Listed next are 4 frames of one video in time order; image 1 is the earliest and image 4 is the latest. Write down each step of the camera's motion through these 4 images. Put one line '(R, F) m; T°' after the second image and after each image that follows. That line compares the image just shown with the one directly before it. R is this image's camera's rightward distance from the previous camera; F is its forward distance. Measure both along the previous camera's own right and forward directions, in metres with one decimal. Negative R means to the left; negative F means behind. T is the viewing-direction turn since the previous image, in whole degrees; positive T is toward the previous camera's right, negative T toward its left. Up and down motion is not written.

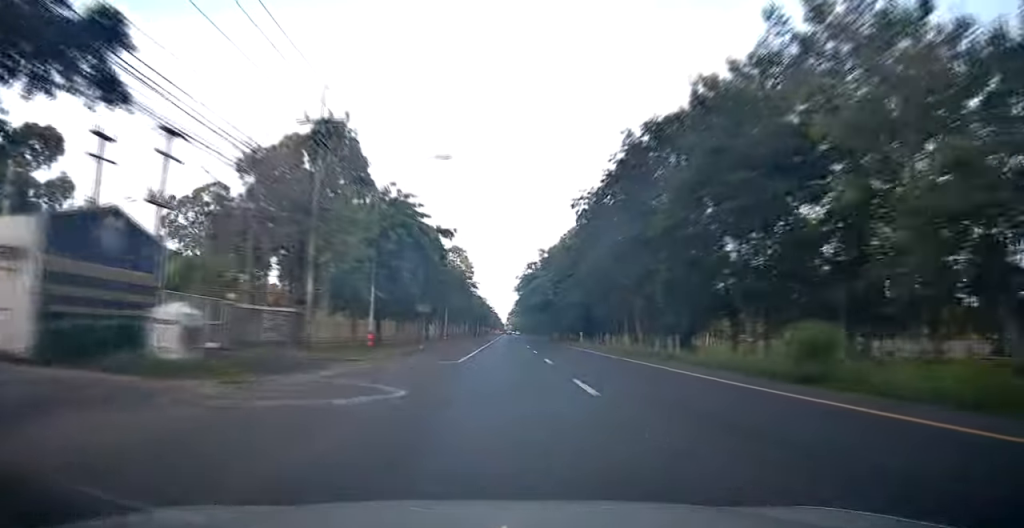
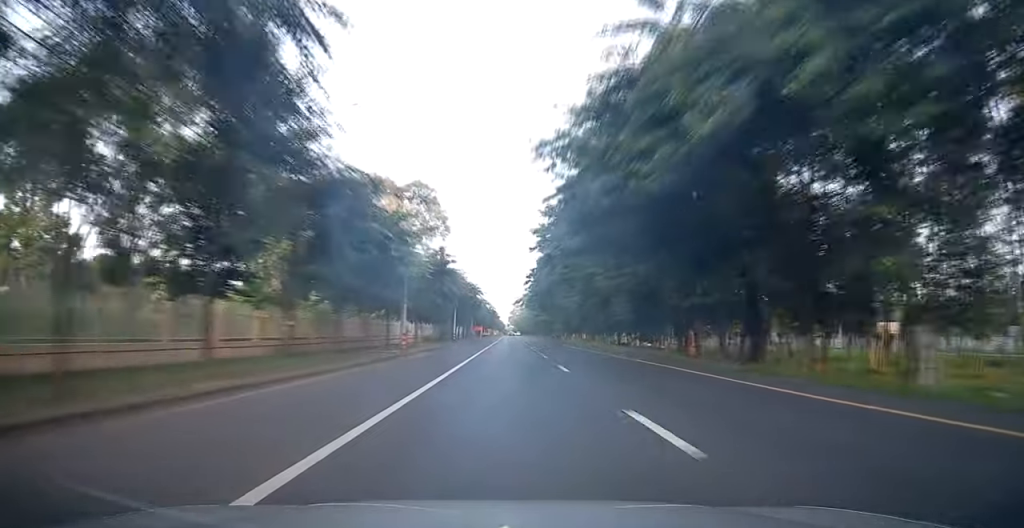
(+0.2, +53.1) m; 0°
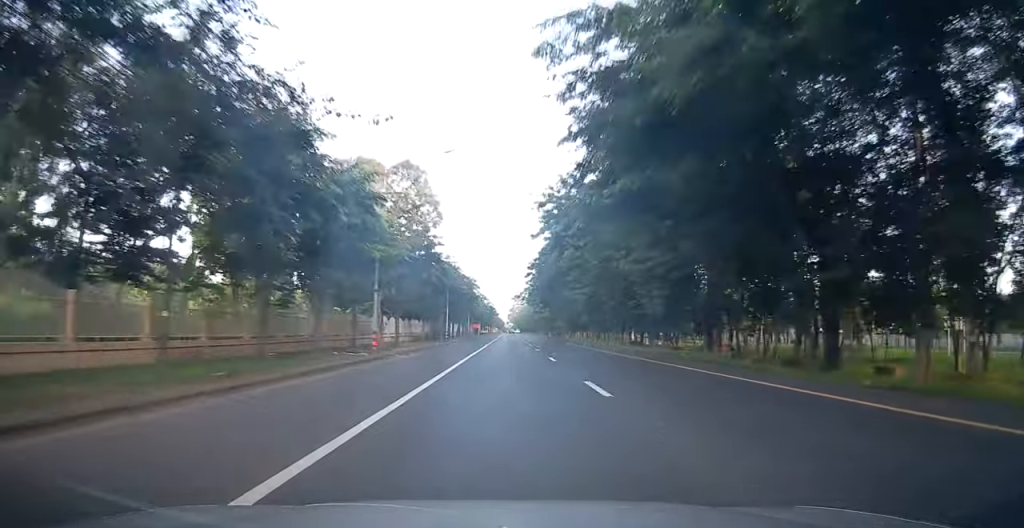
(0.0, +7.2) m; 0°
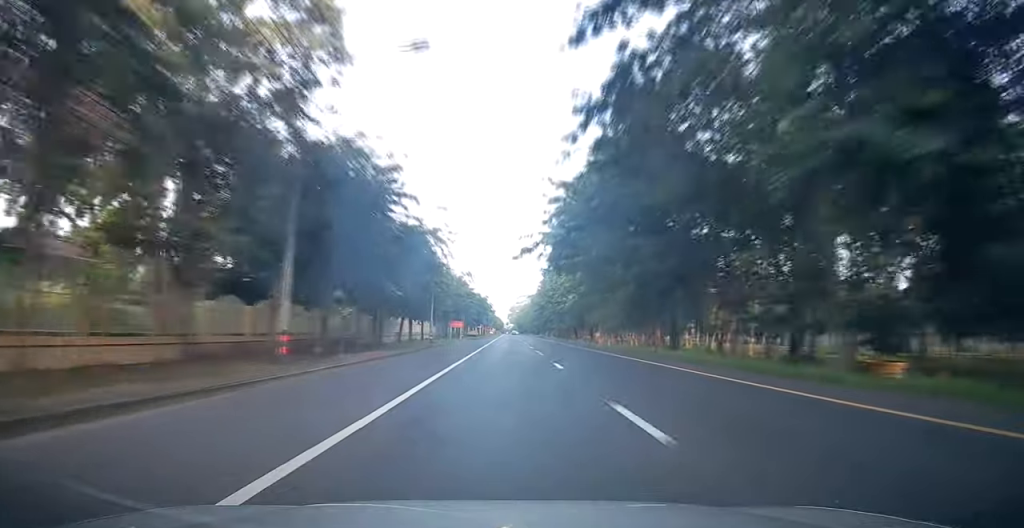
(+0.3, +39.7) m; +1°
